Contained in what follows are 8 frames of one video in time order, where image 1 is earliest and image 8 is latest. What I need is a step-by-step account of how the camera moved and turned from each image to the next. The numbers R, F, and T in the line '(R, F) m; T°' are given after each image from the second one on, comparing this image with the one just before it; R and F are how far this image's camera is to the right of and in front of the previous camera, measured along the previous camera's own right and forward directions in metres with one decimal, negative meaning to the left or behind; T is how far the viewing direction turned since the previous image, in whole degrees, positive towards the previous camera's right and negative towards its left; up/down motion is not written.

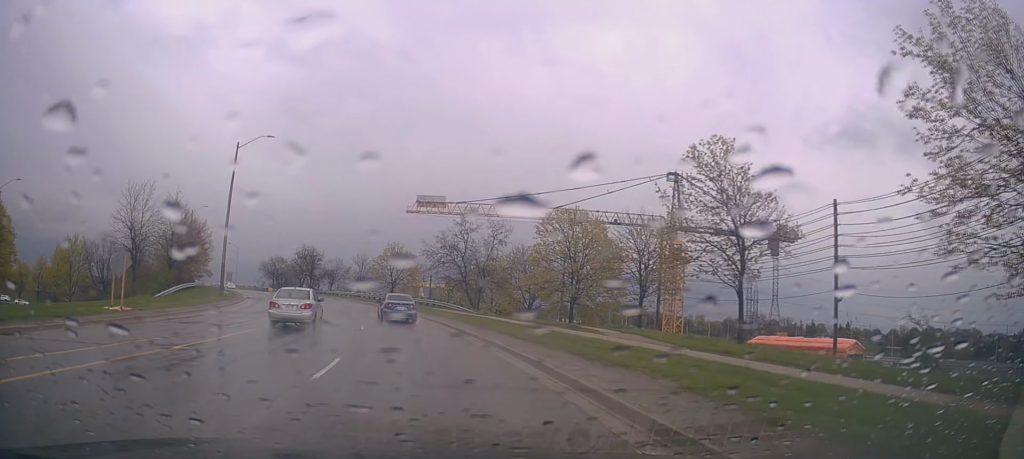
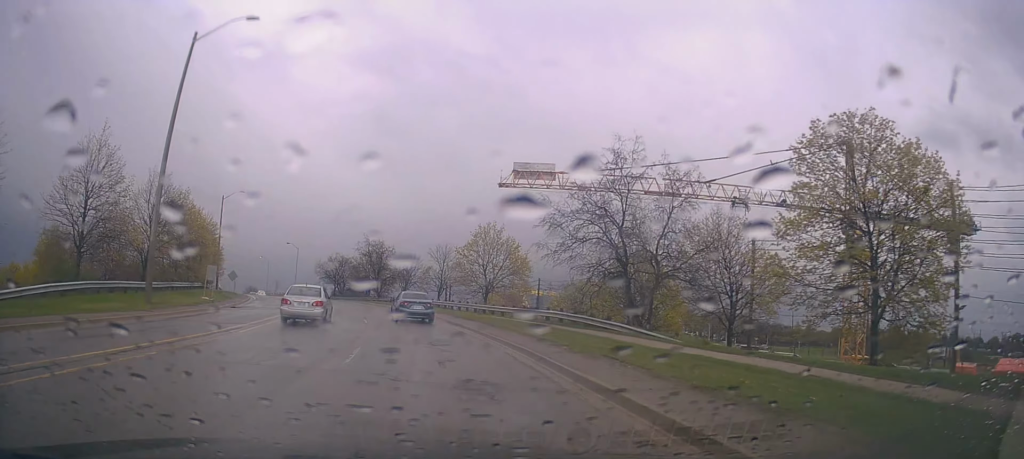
(-1.8, +23.7) m; -13°
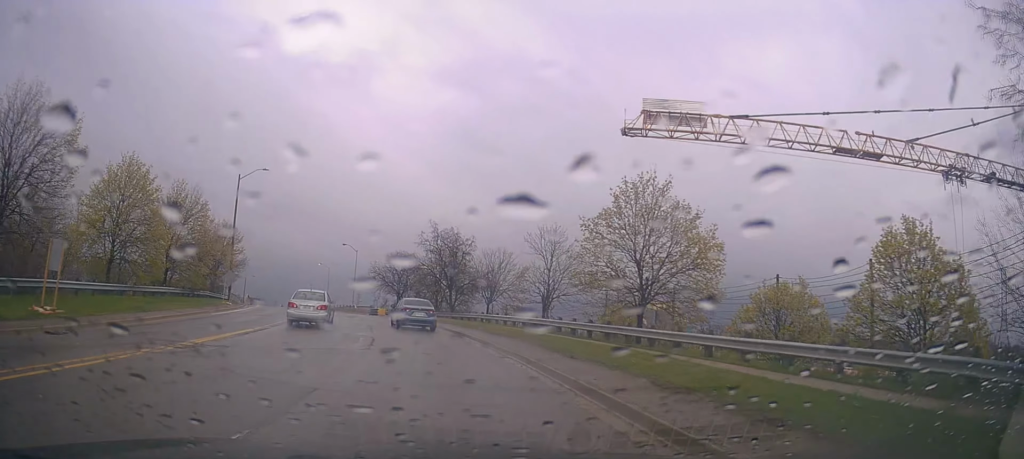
(-2.5, +21.5) m; -9°
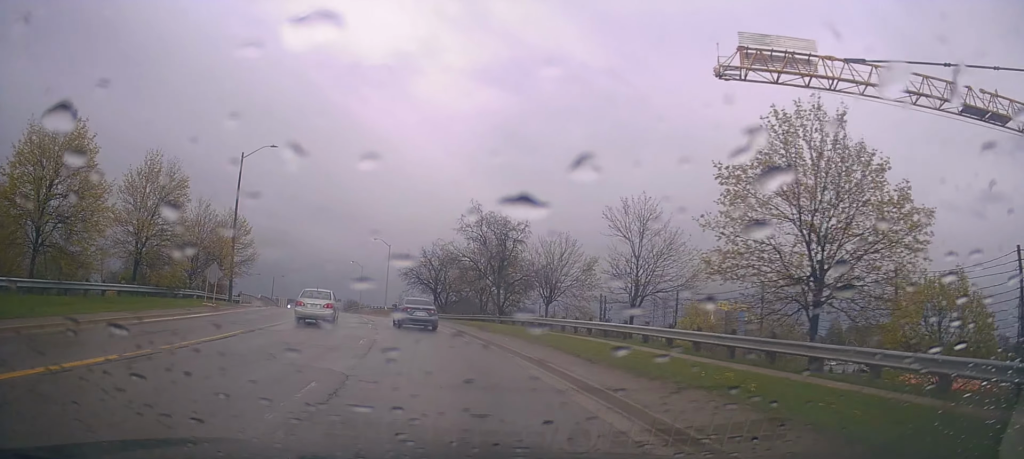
(-0.3, +10.4) m; -3°
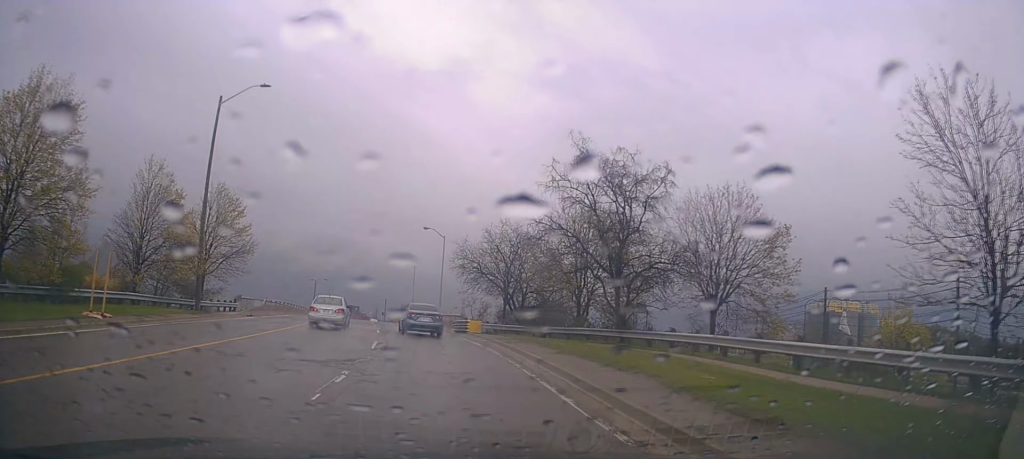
(-0.7, +16.8) m; -6°
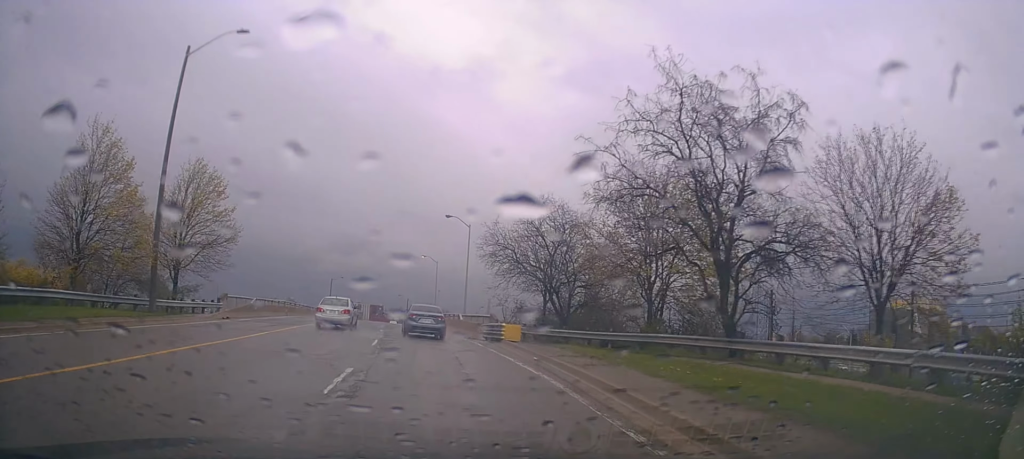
(-0.2, +7.8) m; -3°
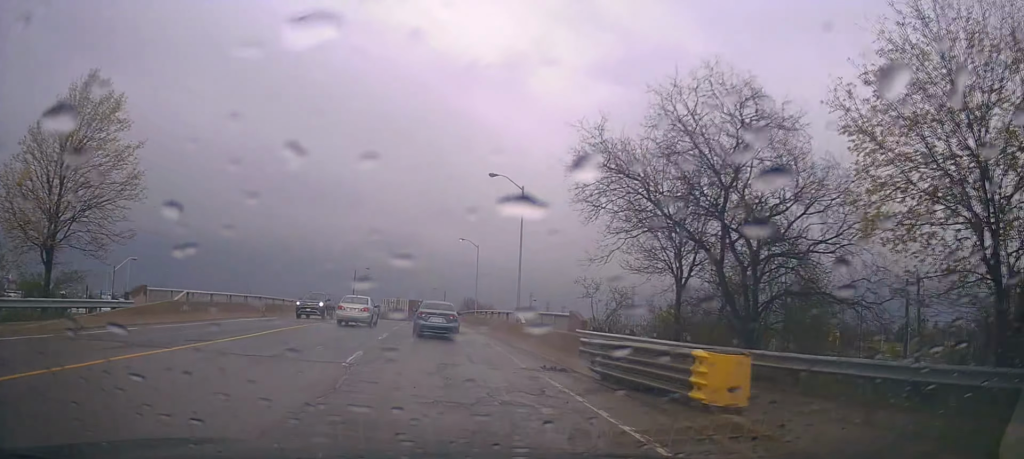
(-0.7, +15.5) m; -3°
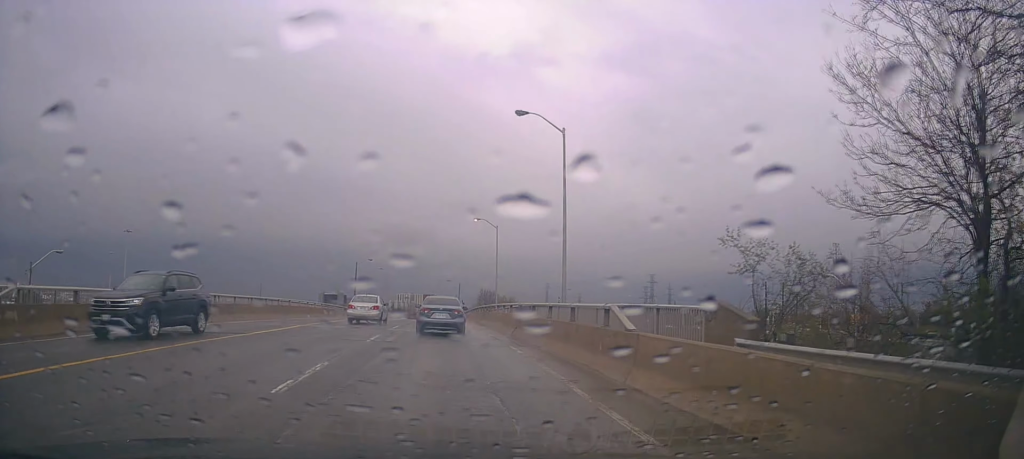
(0.0, +12.1) m; 0°
